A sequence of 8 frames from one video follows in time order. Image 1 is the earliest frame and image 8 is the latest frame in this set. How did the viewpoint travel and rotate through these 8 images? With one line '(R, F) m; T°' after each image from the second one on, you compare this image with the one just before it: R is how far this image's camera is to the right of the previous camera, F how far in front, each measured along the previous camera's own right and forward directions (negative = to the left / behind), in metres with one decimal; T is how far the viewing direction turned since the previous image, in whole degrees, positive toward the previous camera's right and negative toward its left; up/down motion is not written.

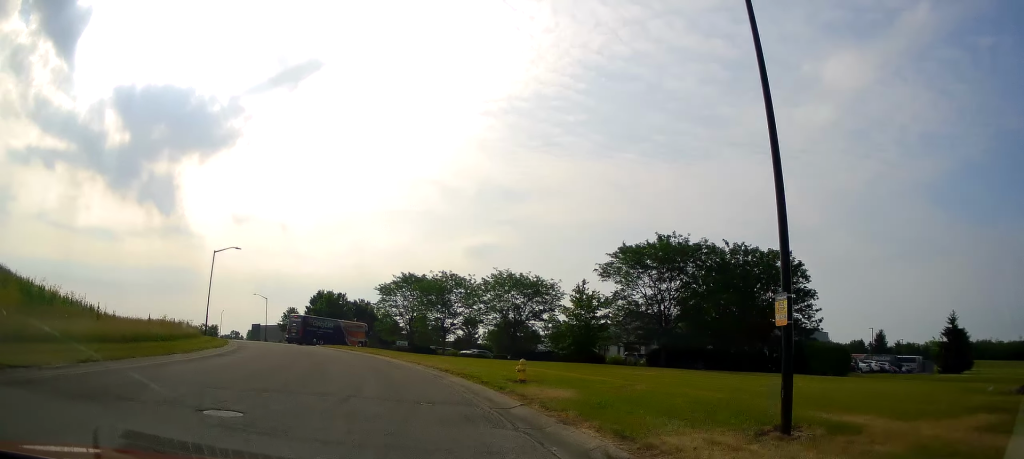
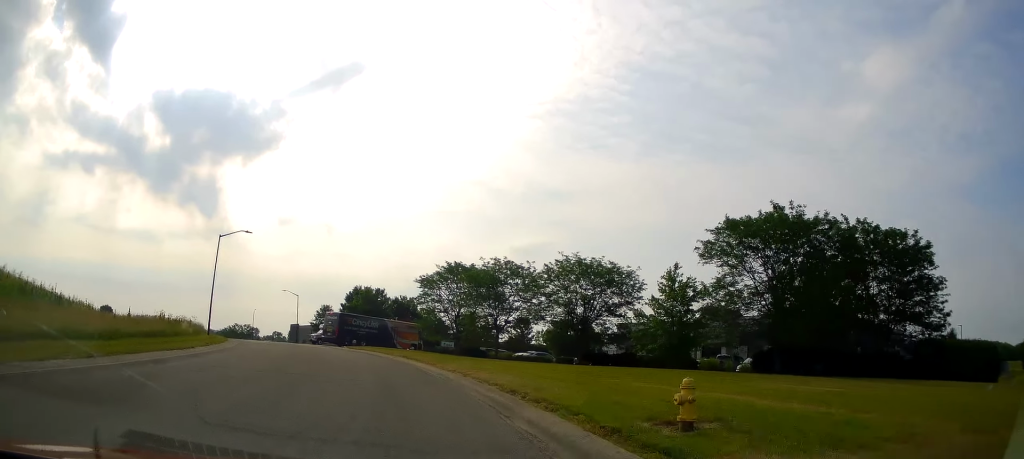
(-0.7, +10.4) m; -7°
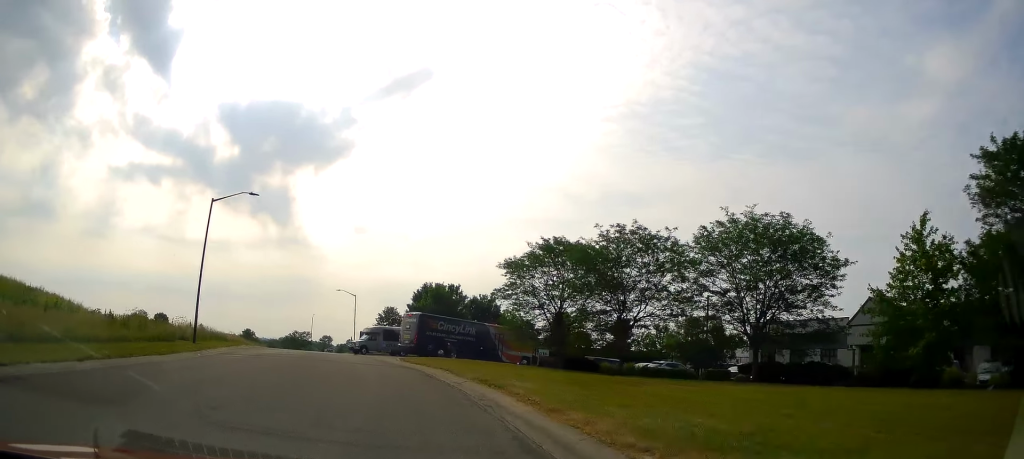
(-1.4, +16.6) m; -12°
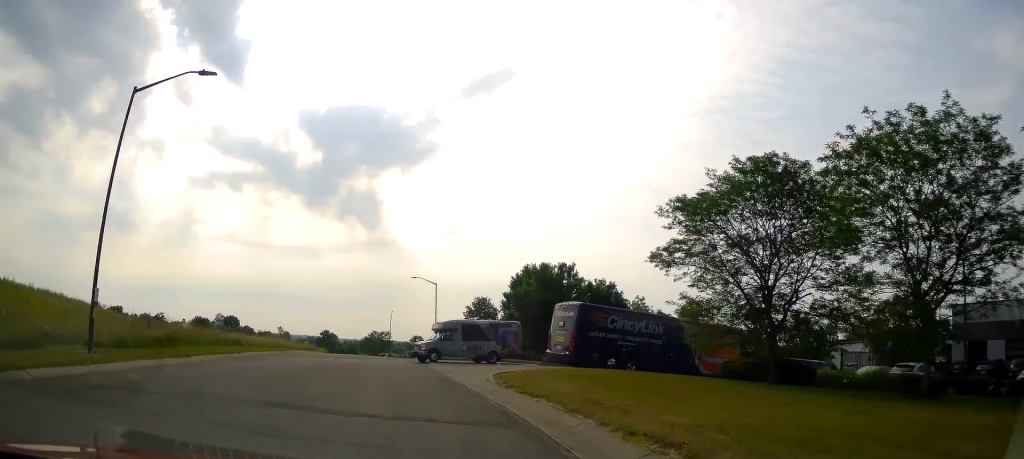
(-1.0, +18.6) m; -4°
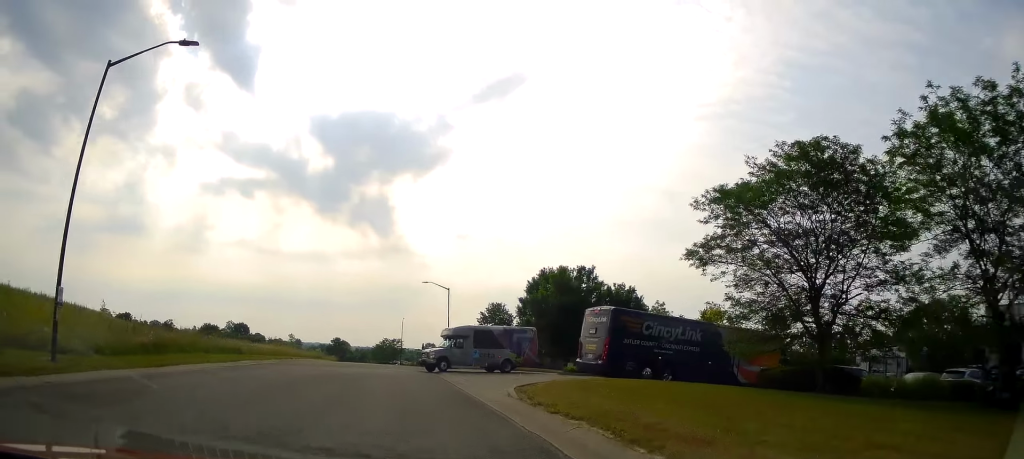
(+0.1, +3.0) m; -3°
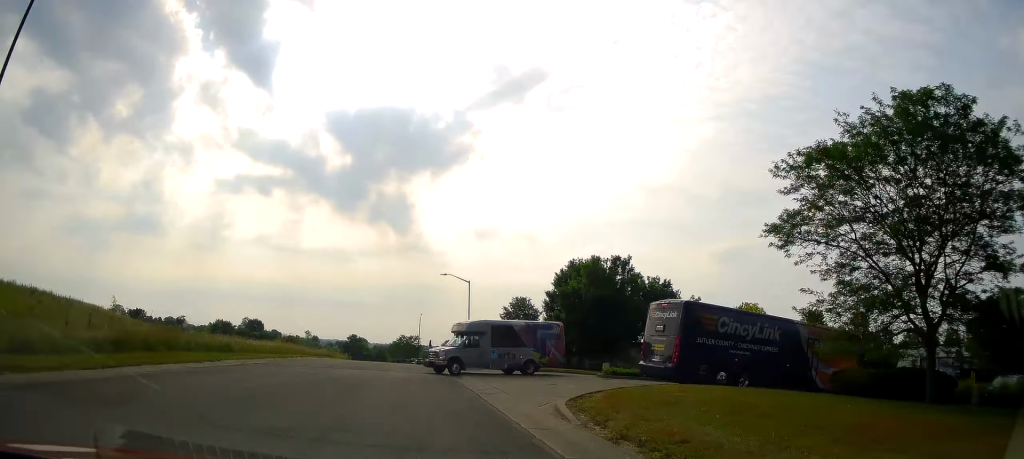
(-0.5, +5.8) m; -4°
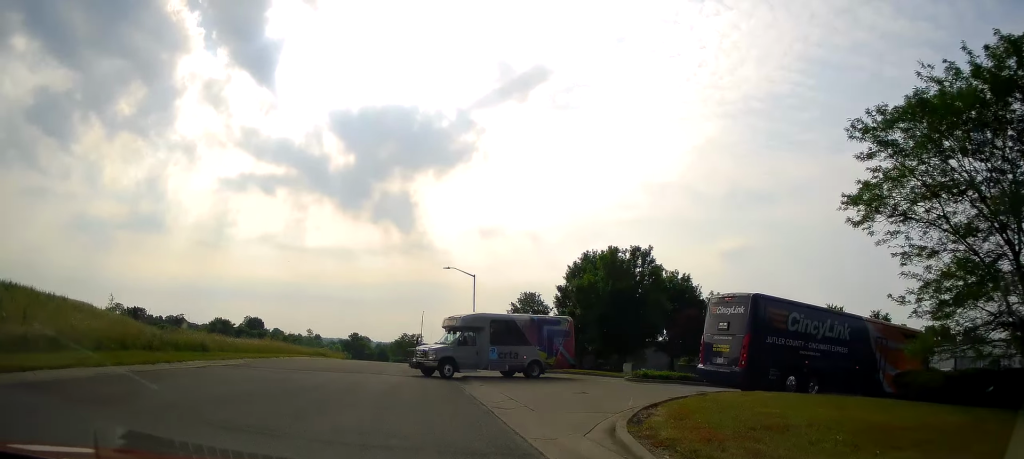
(-0.2, +5.1) m; 0°
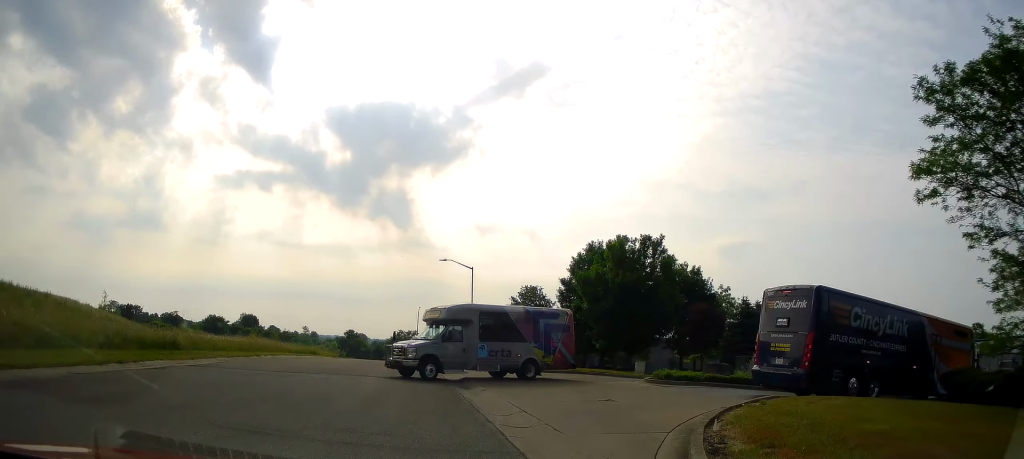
(+0.3, +3.9) m; +2°
